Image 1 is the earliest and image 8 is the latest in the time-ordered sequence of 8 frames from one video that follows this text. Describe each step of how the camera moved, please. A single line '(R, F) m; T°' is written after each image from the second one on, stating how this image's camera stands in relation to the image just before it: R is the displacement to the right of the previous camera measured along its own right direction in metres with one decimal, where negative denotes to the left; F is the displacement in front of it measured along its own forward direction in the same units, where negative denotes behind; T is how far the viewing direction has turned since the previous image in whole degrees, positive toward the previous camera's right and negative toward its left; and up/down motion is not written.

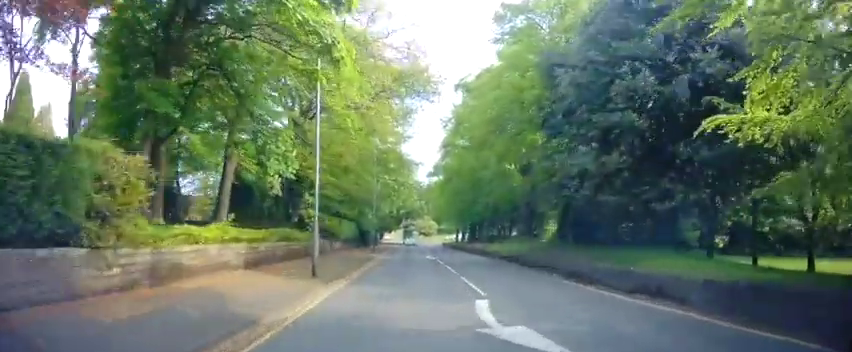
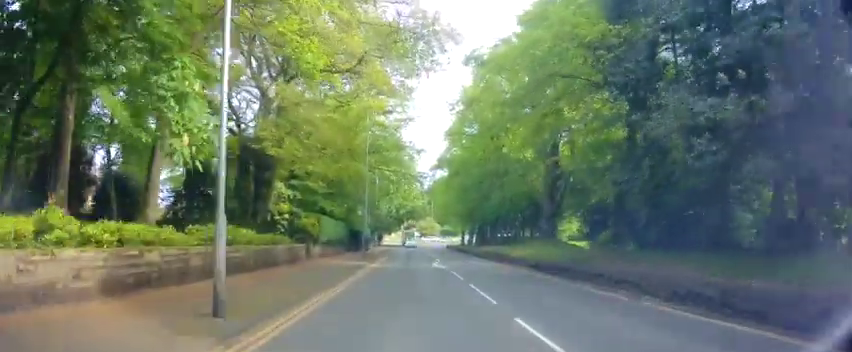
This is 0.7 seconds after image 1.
(-0.1, +7.6) m; -1°
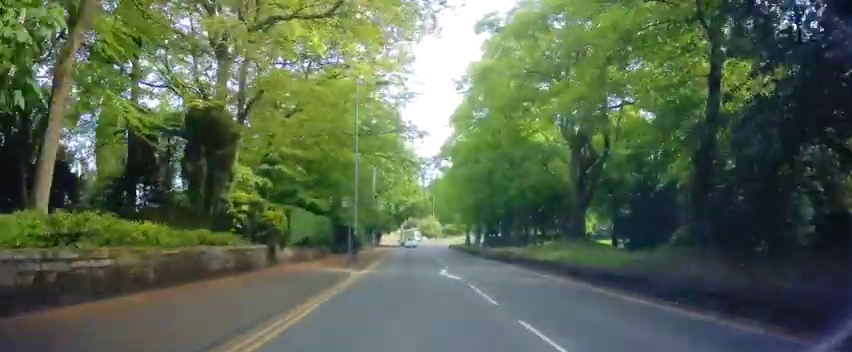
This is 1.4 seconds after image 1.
(-0.1, +6.5) m; -1°
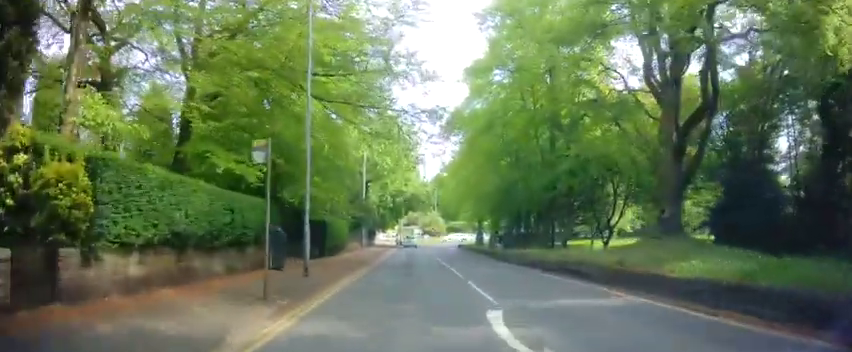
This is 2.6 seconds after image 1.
(0.0, +12.2) m; 0°
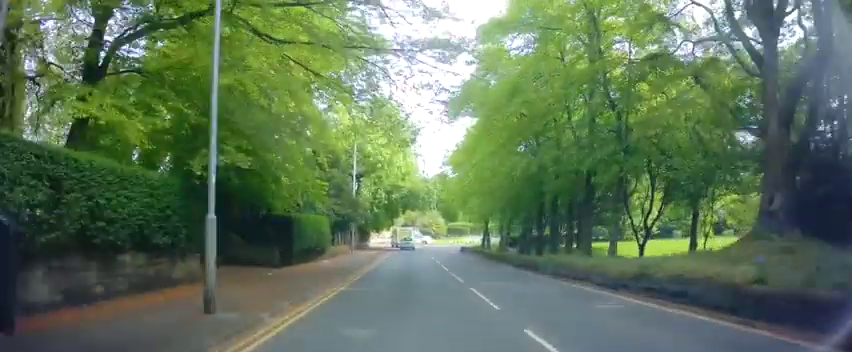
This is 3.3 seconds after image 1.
(0.0, +7.0) m; 0°
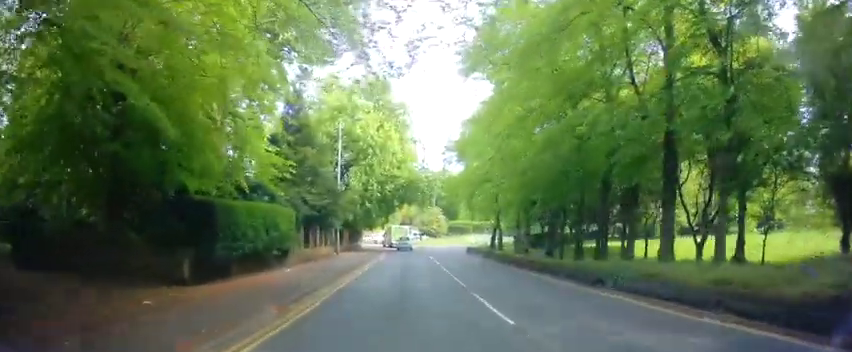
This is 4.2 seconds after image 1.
(-0.1, +7.7) m; +2°
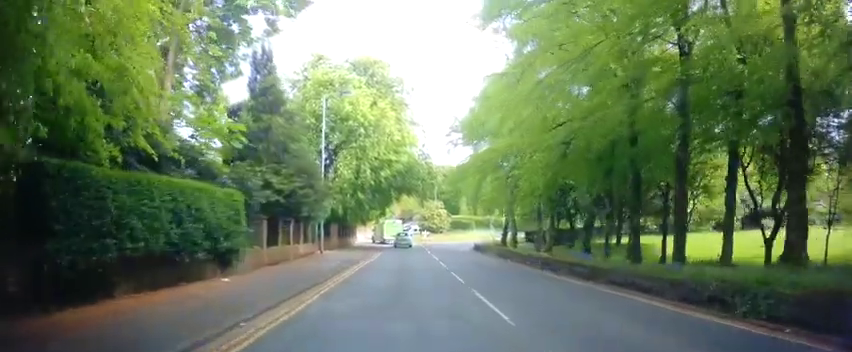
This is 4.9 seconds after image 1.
(+0.2, +6.1) m; +2°
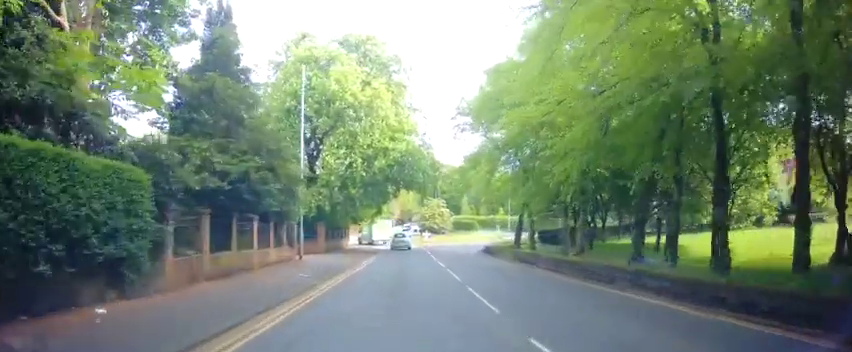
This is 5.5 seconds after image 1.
(+0.1, +5.4) m; +1°
